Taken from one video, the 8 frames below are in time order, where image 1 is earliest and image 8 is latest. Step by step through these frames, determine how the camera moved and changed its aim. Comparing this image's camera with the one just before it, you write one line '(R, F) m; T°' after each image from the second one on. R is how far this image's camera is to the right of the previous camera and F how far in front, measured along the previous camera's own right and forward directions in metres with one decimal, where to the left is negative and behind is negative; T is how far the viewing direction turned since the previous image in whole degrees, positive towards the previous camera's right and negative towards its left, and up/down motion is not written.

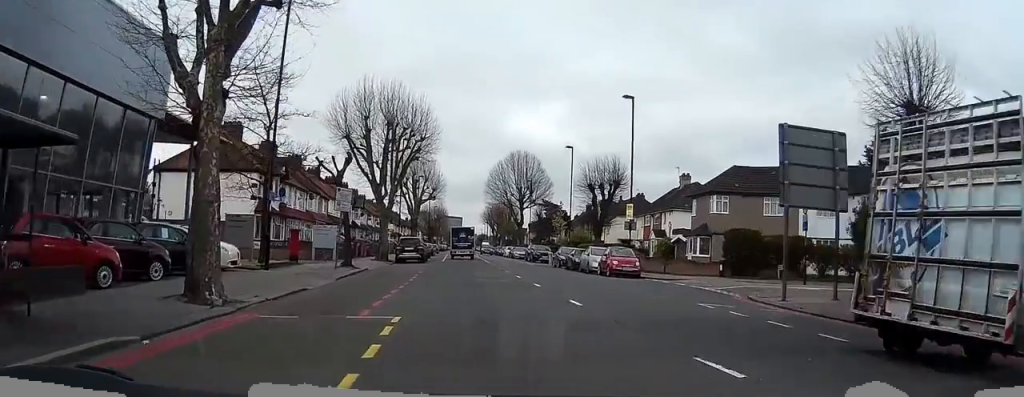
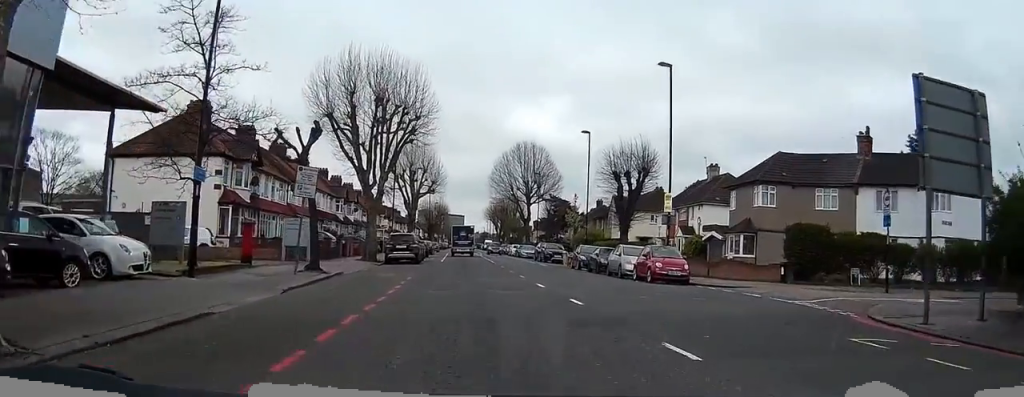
(+0.1, +7.8) m; 0°
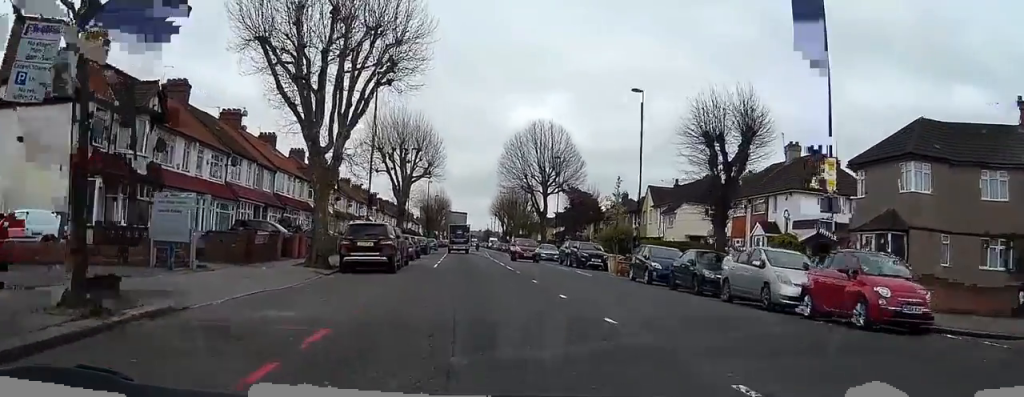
(-0.3, +16.0) m; -1°
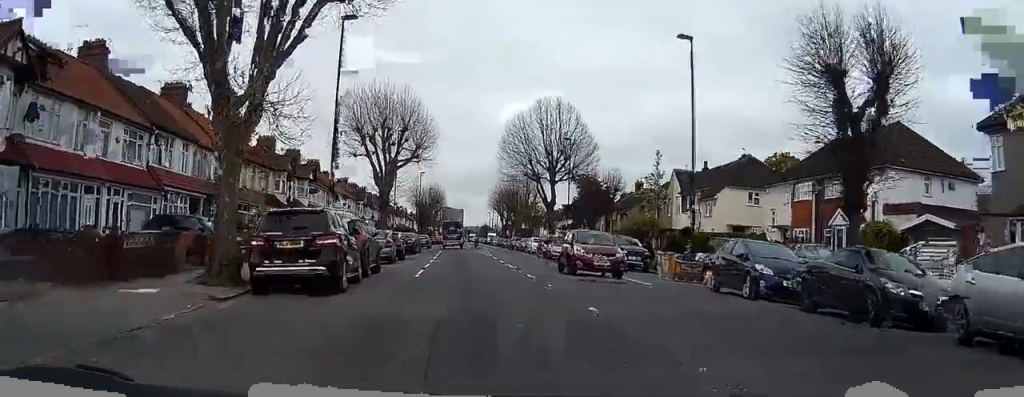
(+0.1, +10.4) m; +1°
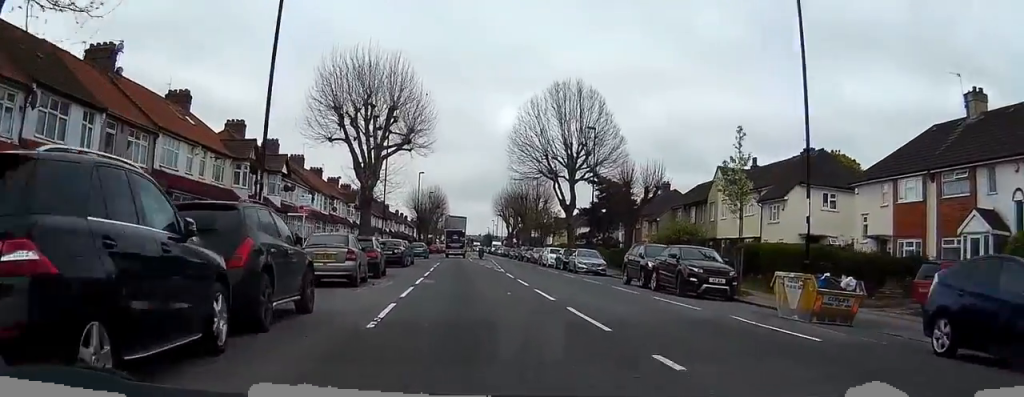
(+0.1, +10.5) m; 0°
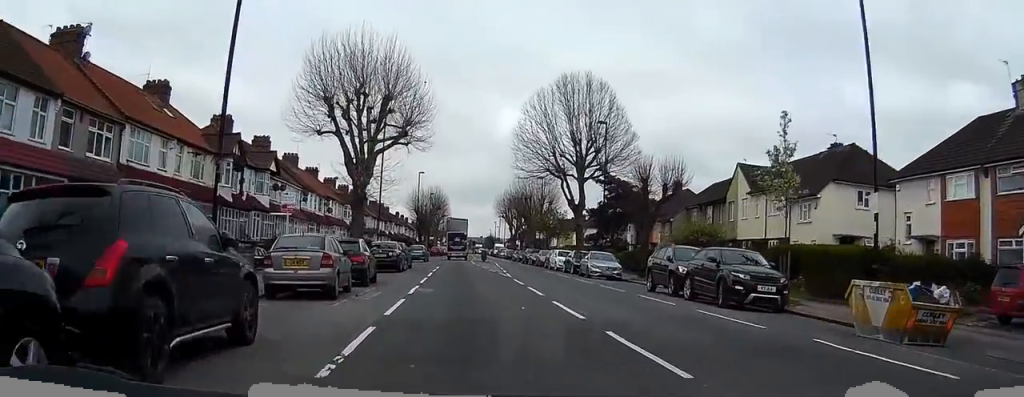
(0.0, +3.7) m; 0°
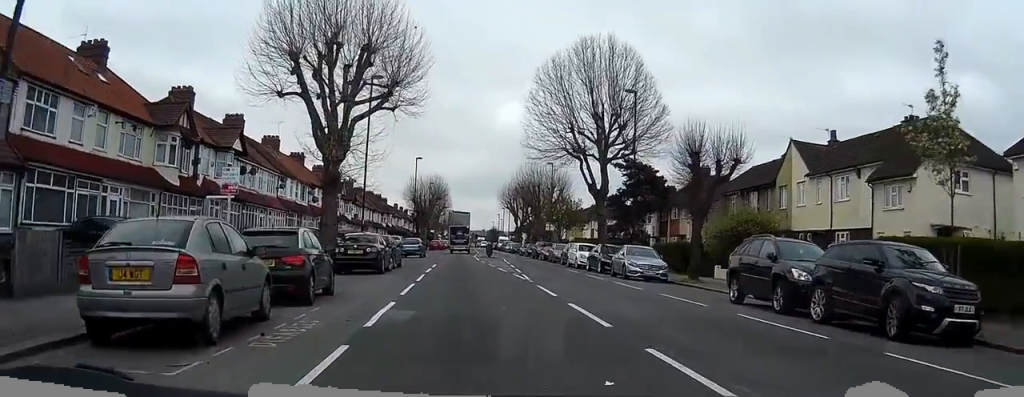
(0.0, +8.4) m; +1°
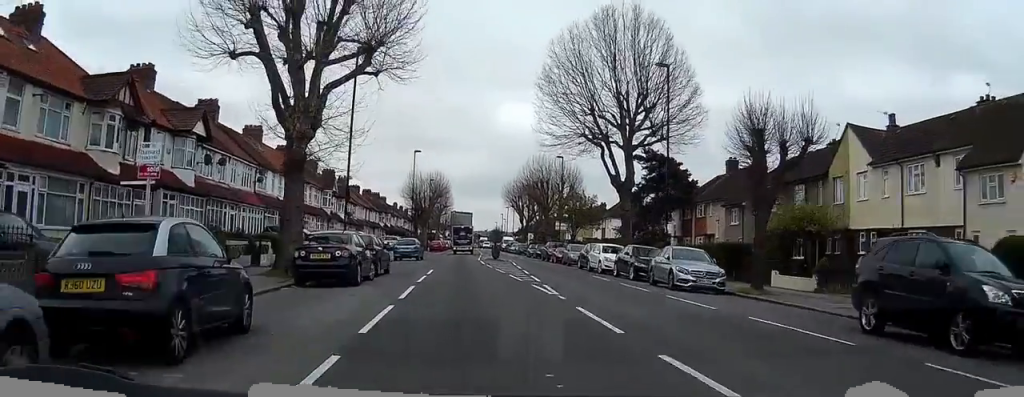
(+0.1, +6.6) m; +1°
